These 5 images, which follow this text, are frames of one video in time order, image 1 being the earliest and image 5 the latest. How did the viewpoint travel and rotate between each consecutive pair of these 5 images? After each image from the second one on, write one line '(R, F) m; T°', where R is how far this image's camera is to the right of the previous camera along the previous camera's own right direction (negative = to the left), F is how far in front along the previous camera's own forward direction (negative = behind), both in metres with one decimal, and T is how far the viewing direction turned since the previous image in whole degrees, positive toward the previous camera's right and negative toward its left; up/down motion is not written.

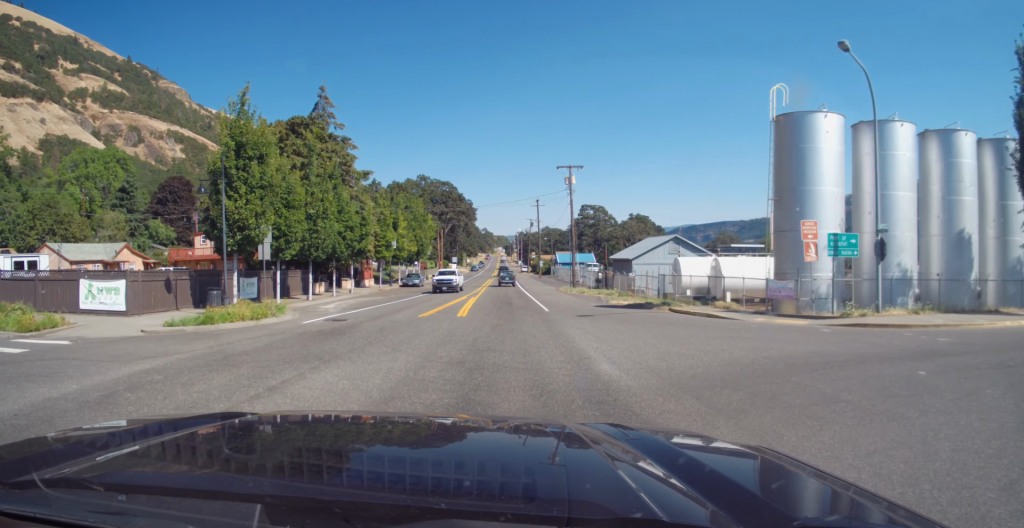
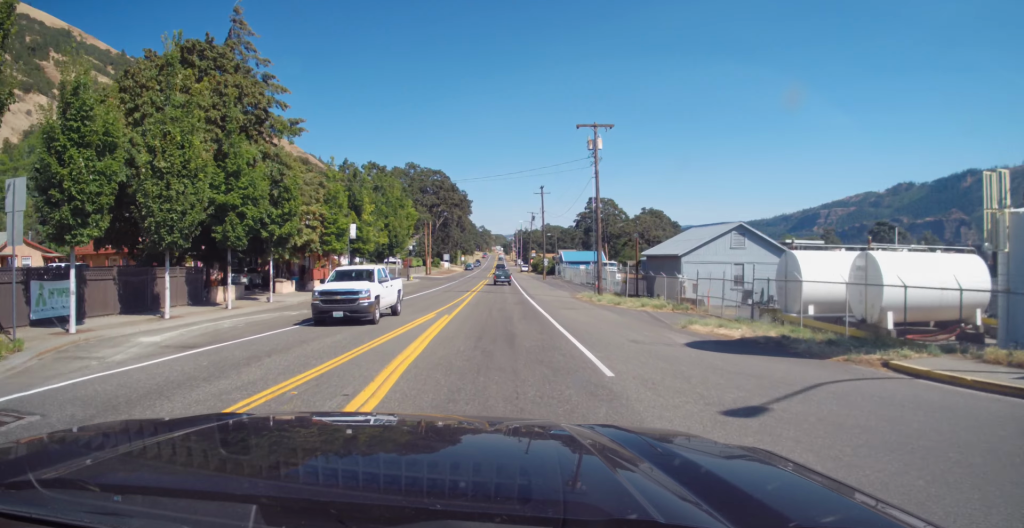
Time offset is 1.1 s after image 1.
(+0.3, +16.7) m; +1°
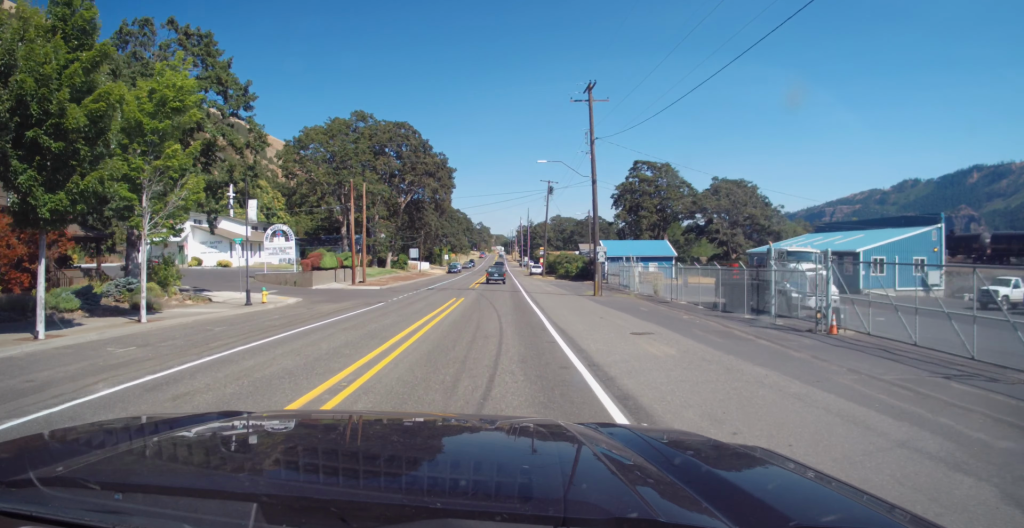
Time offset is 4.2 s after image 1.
(-0.9, +50.3) m; -1°
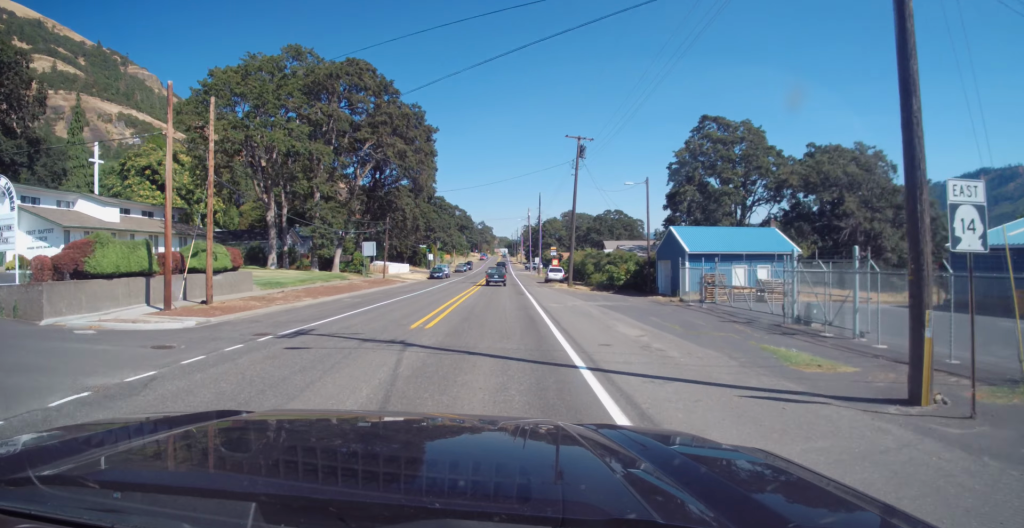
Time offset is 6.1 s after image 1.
(-0.1, +31.4) m; -1°
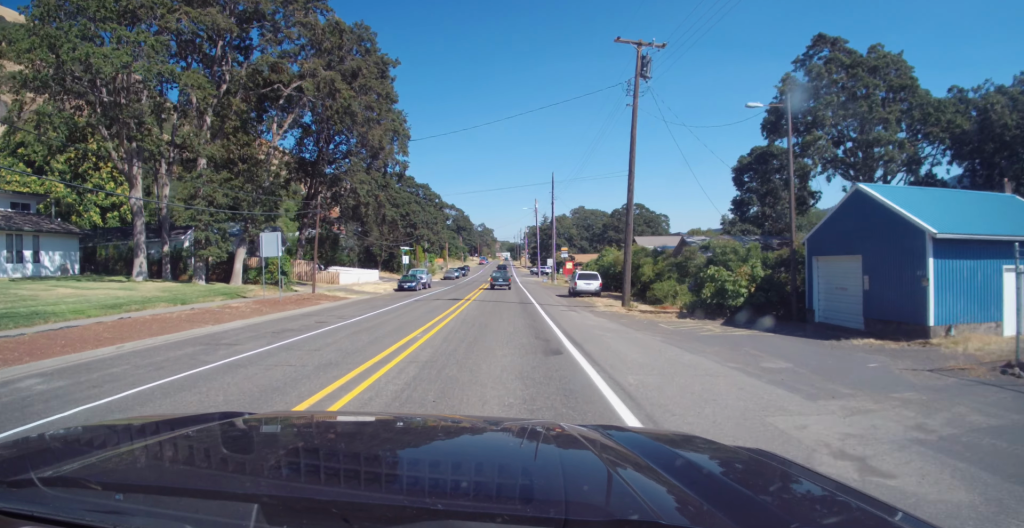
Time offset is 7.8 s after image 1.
(+0.1, +24.9) m; +1°
